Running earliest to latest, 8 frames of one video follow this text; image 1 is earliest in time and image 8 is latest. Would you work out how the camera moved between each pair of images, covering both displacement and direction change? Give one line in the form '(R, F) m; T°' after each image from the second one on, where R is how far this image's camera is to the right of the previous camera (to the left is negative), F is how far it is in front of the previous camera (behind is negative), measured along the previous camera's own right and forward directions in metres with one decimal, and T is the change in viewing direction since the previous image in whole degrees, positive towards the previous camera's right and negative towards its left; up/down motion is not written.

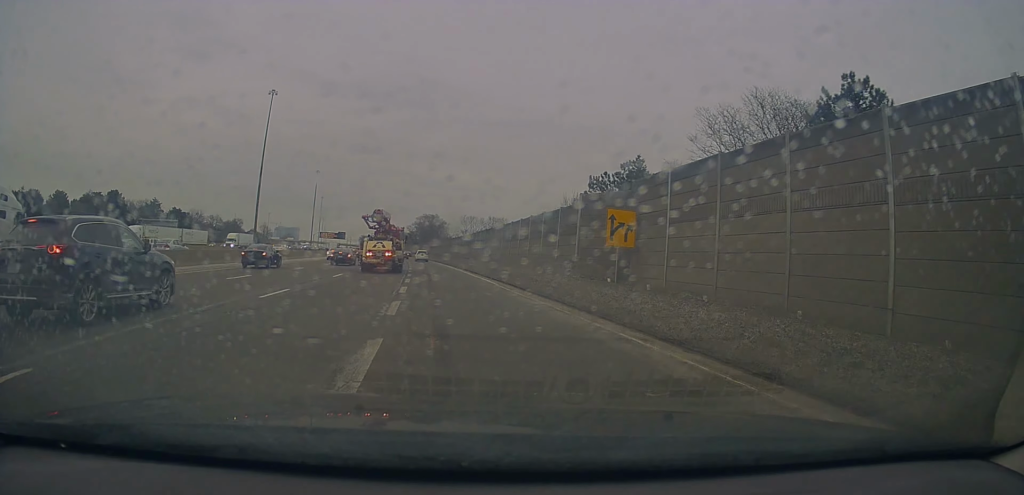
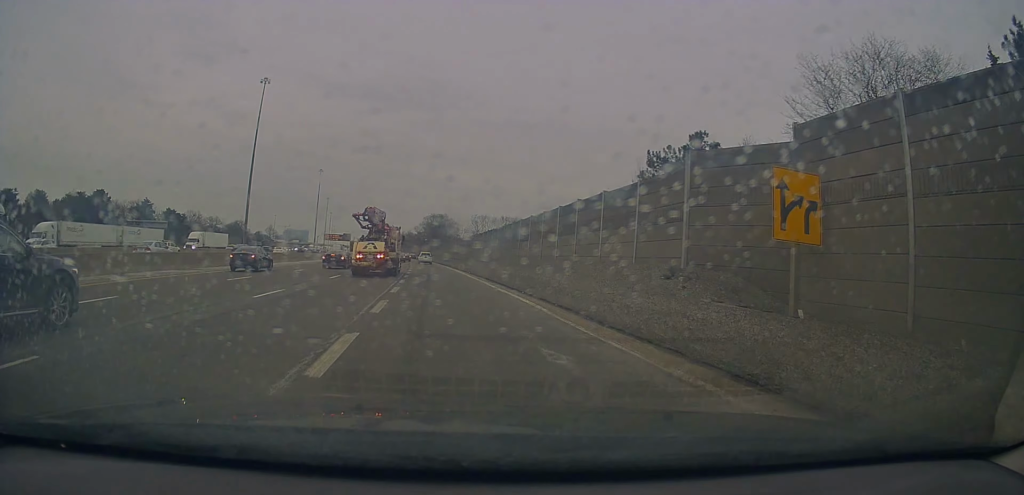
(+0.1, +11.1) m; 0°
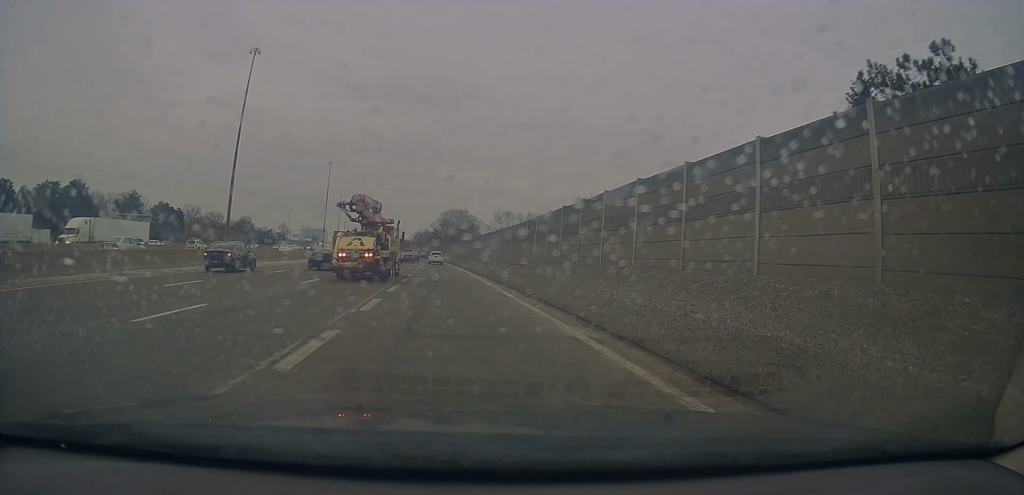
(0.0, +15.8) m; -1°
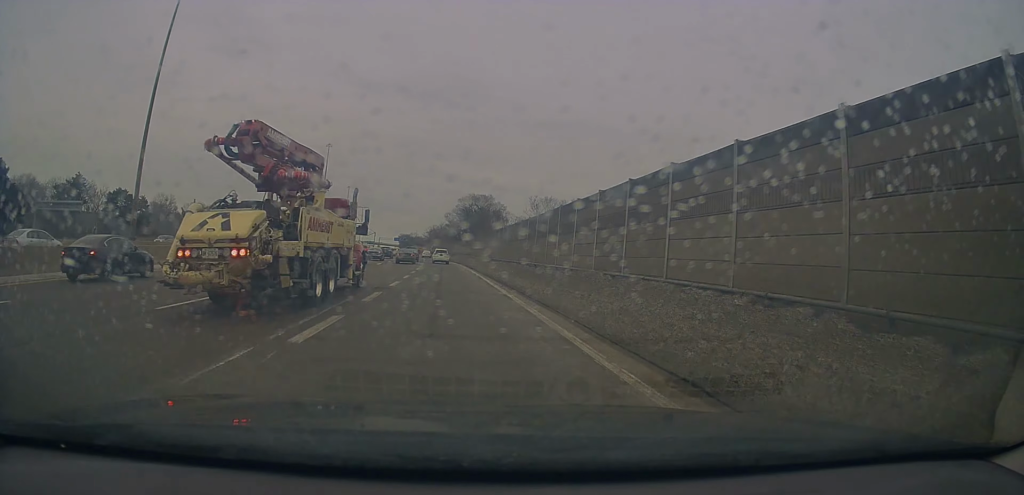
(-0.4, +32.9) m; -1°
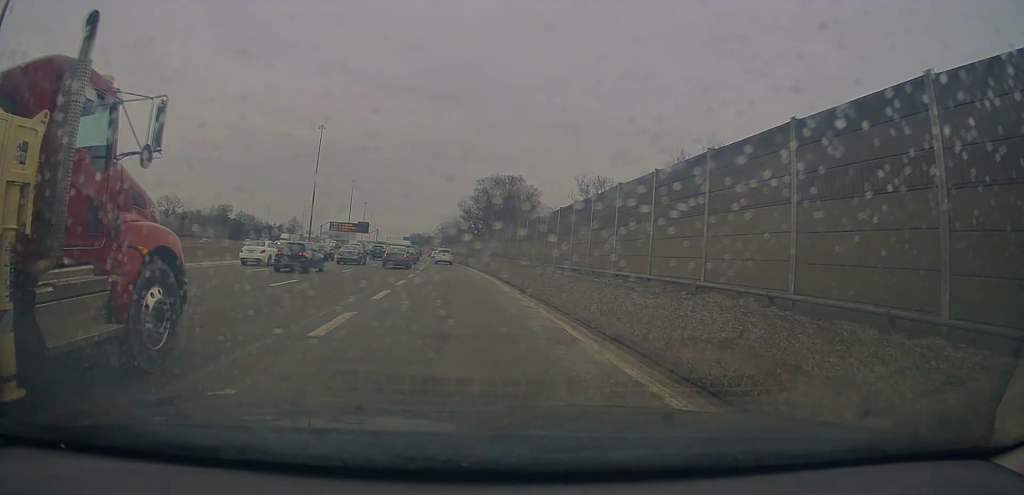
(-0.9, +34.4) m; -3°
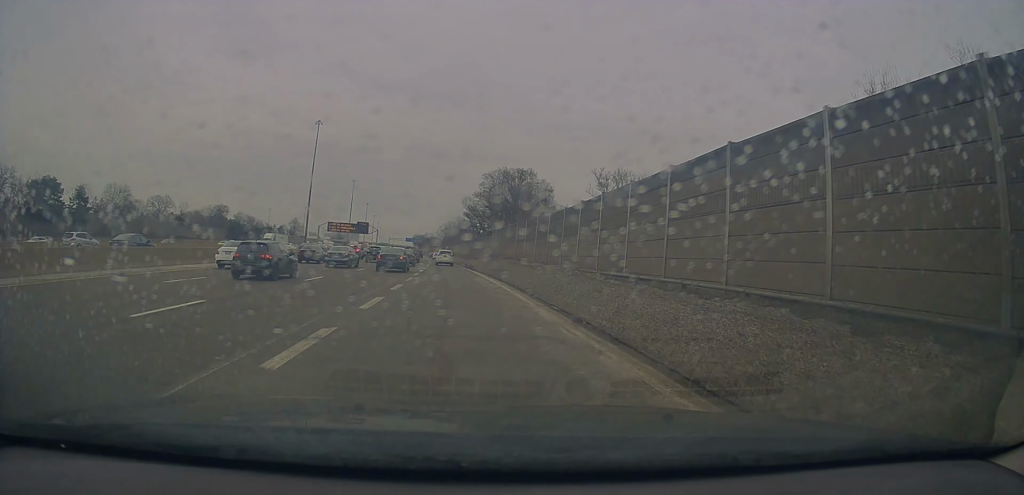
(-0.1, +9.6) m; -1°
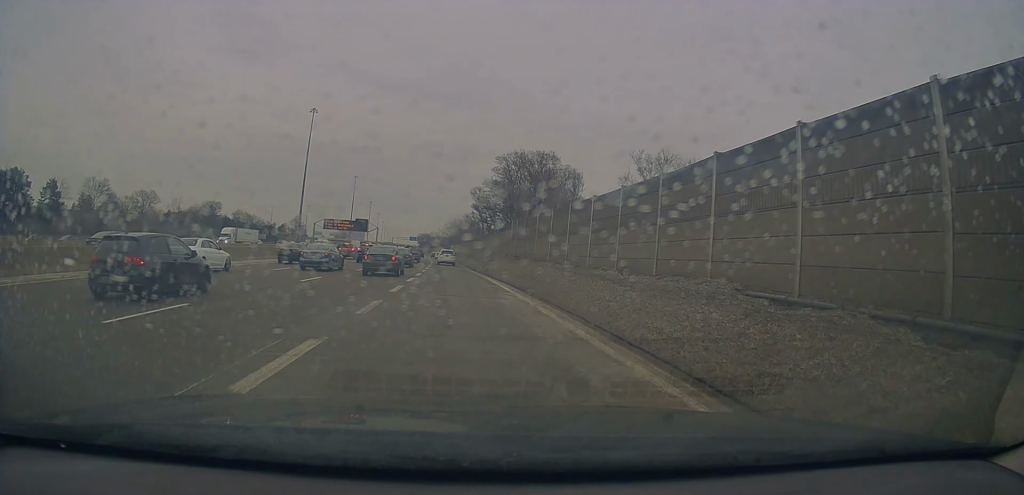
(0.0, +13.5) m; -1°
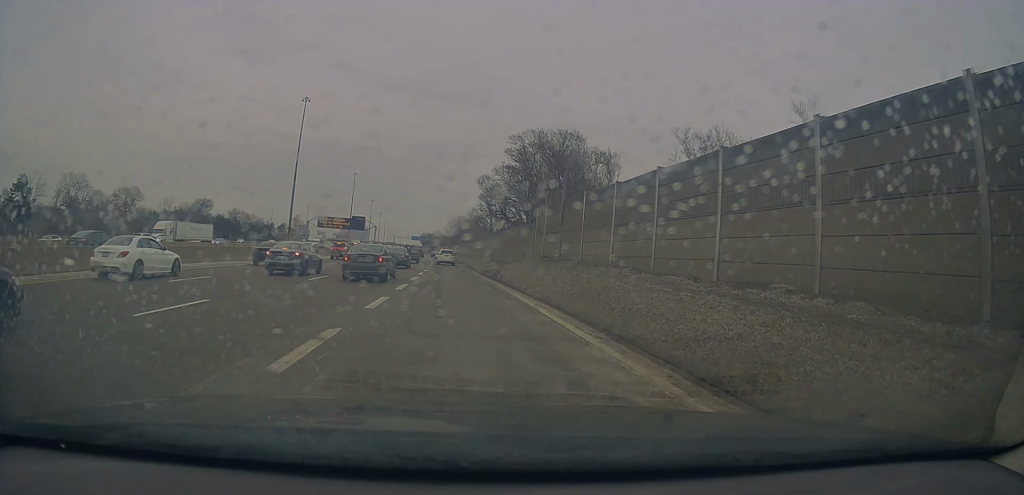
(-0.1, +11.6) m; -1°
